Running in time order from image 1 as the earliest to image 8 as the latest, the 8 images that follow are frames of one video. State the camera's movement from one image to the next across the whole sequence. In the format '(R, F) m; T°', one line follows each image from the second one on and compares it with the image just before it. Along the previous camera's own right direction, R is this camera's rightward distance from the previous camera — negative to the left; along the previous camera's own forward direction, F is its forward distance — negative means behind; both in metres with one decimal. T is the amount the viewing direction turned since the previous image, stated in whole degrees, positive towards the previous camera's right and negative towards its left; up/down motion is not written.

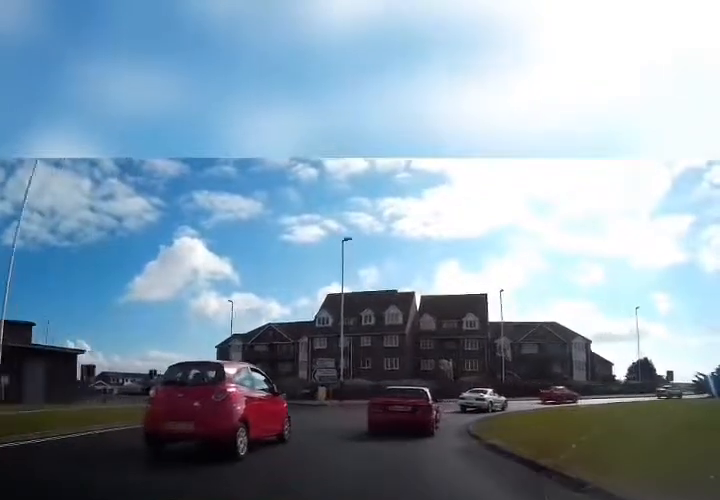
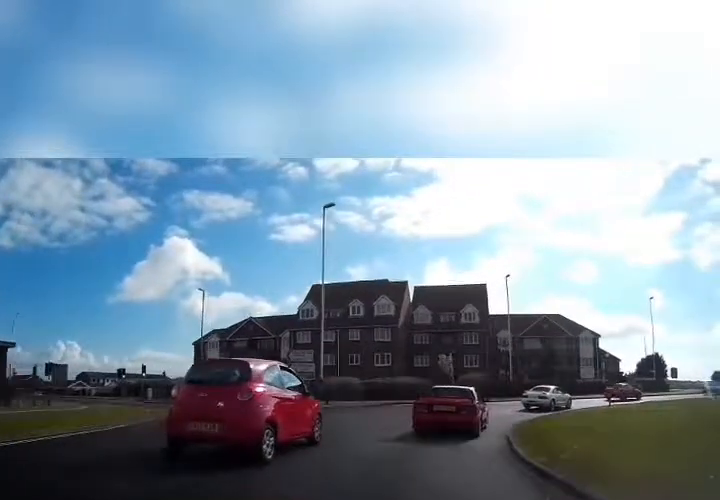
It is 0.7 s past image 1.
(0.0, +5.4) m; +2°
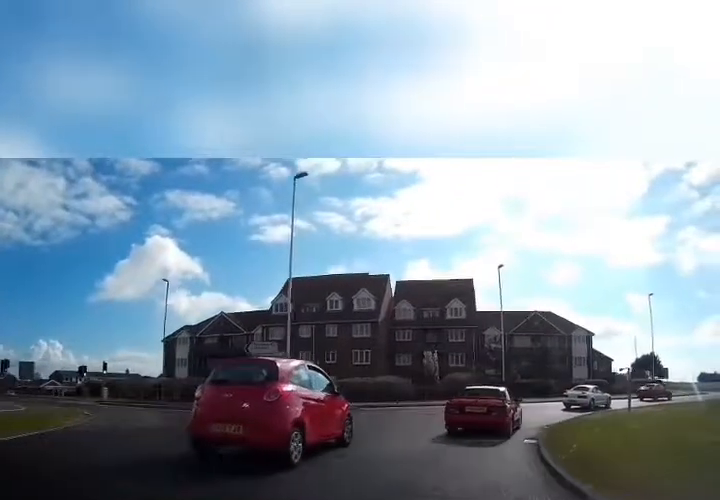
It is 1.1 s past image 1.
(0.0, +3.8) m; +2°
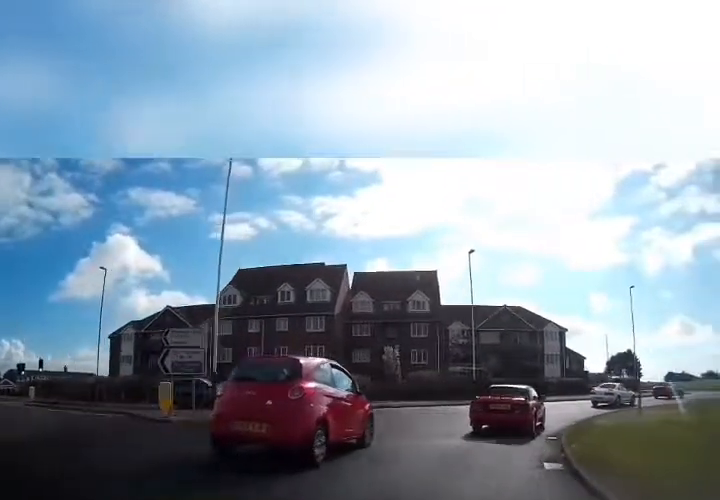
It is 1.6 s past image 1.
(+0.1, +4.0) m; +4°
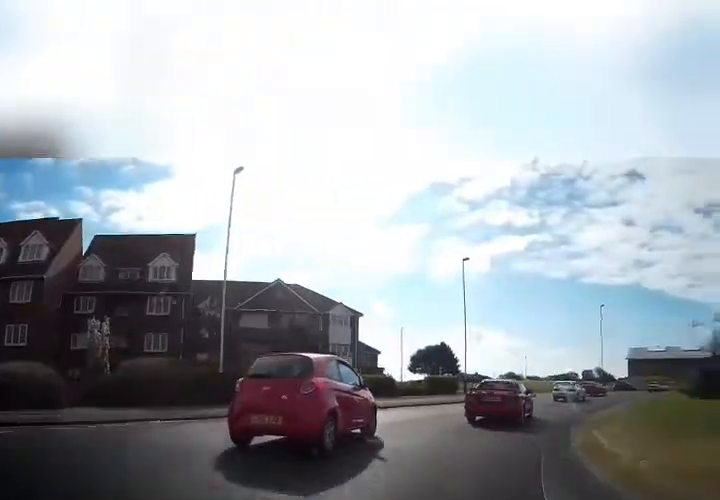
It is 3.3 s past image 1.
(+2.6, +12.7) m; +30°
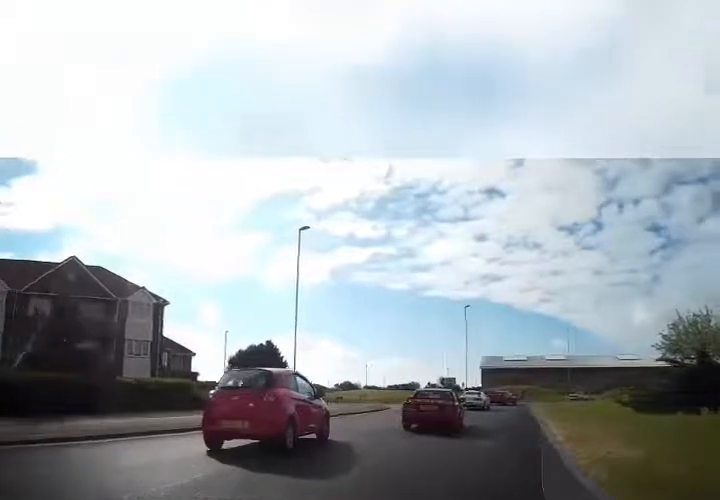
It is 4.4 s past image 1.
(+1.9, +8.6) m; +19°
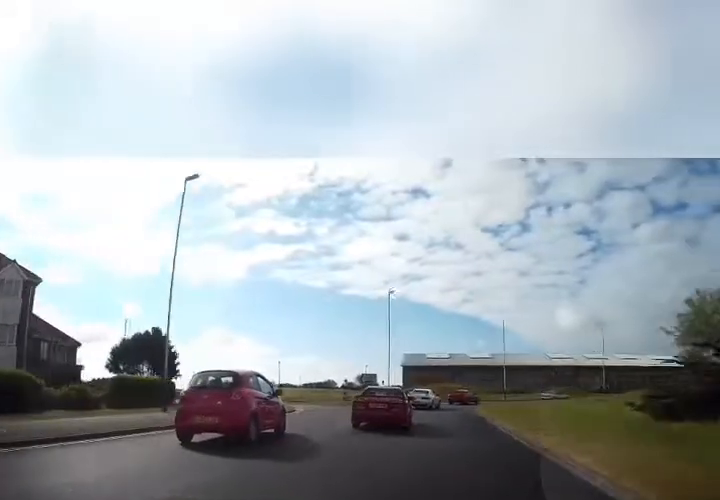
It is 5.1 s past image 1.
(+0.4, +6.0) m; +7°
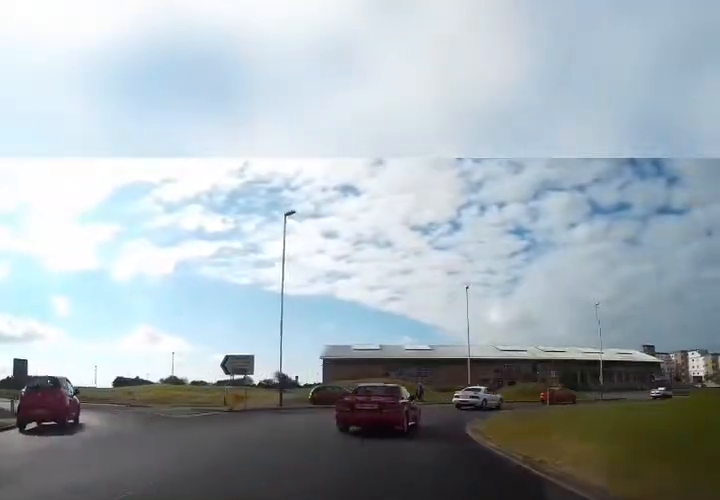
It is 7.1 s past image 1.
(+2.2, +19.1) m; +11°
